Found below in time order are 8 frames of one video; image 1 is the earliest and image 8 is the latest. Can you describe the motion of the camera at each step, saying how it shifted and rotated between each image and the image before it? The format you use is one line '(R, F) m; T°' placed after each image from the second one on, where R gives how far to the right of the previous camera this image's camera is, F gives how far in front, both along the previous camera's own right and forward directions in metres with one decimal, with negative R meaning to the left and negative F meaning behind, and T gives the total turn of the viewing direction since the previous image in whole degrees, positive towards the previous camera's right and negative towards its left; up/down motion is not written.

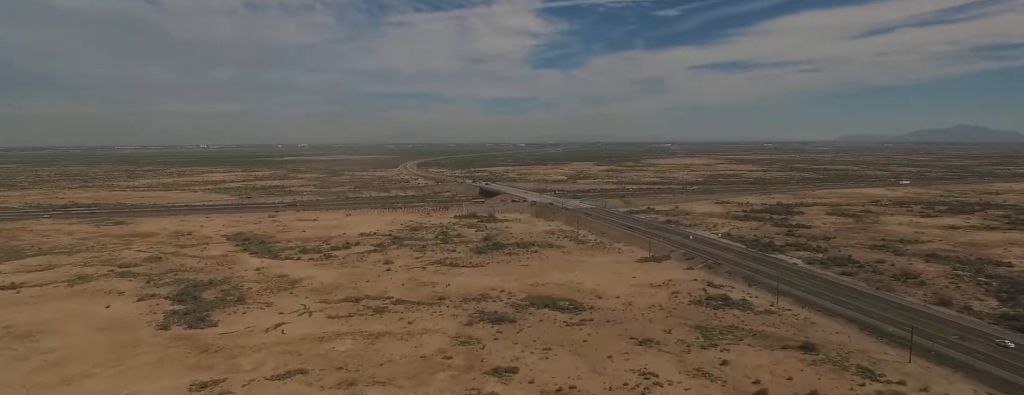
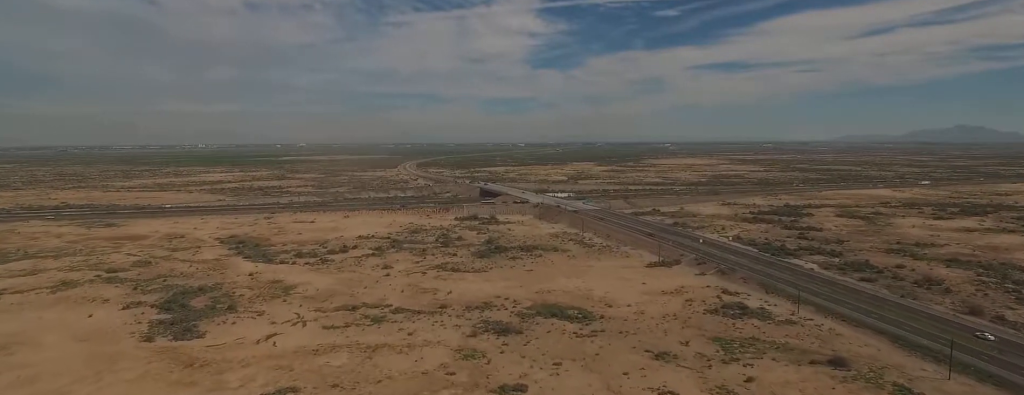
(-0.1, +12.2) m; -1°
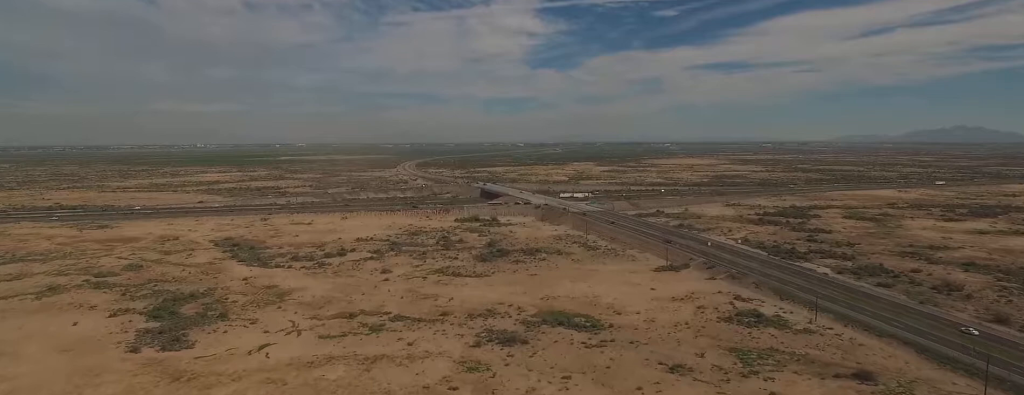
(0.0, +9.5) m; 0°
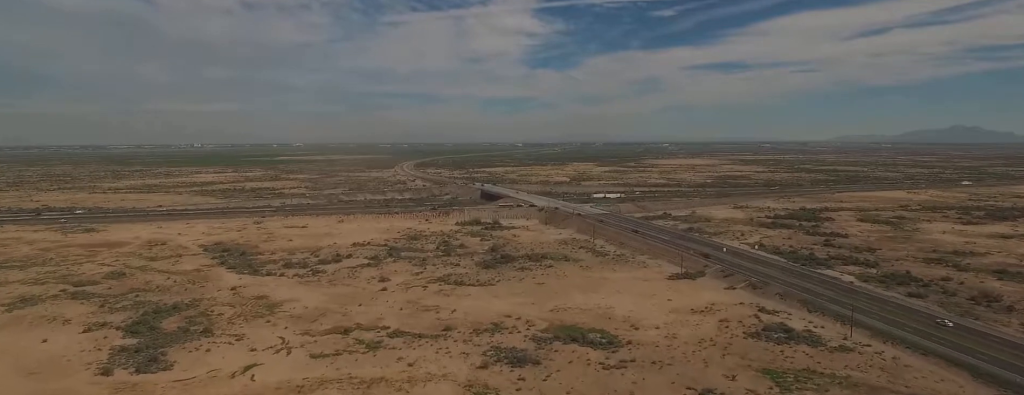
(0.0, +16.2) m; -1°
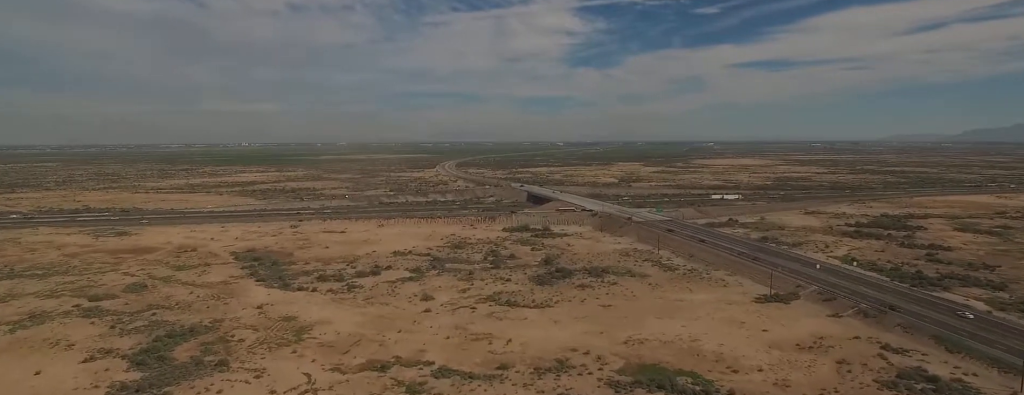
(-0.5, +33.4) m; -2°
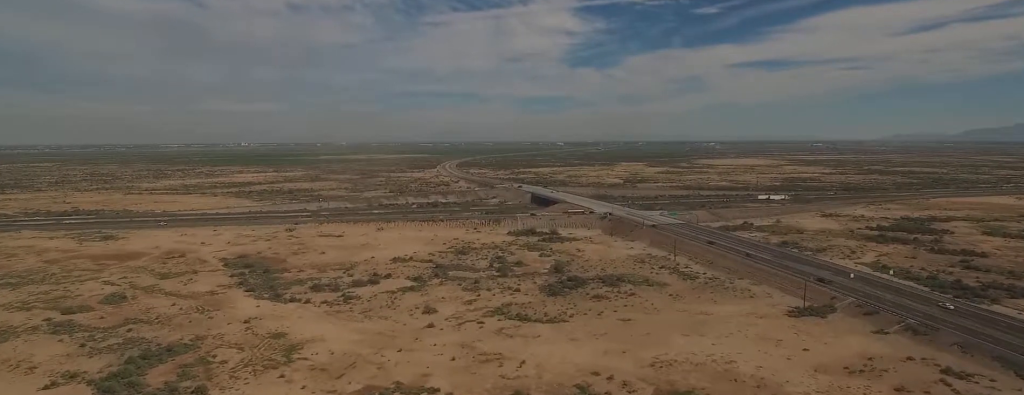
(-0.2, +19.2) m; -1°
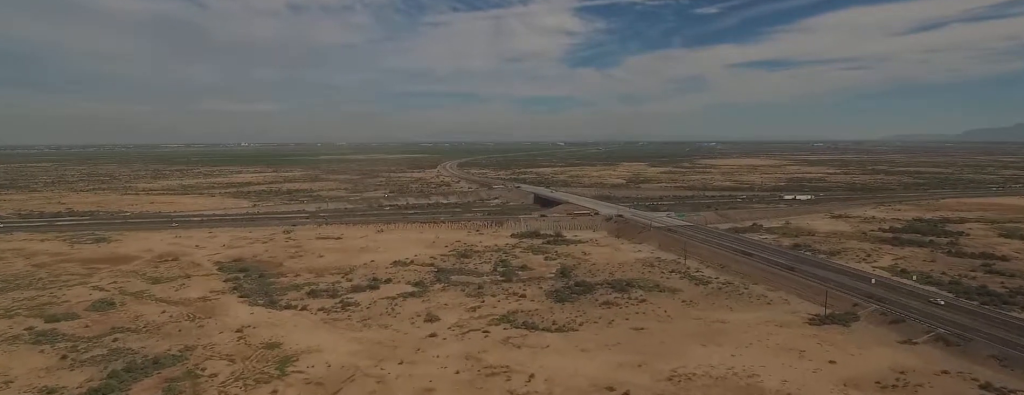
(0.0, +10.3) m; 0°
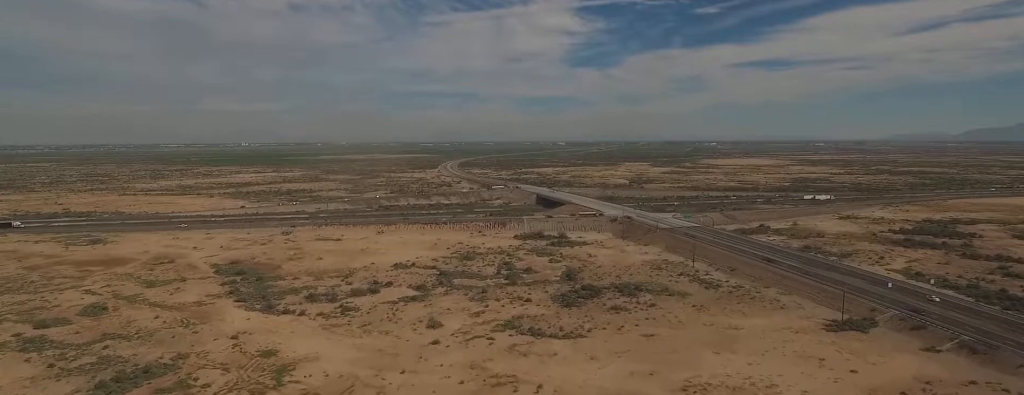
(0.0, +7.2) m; 0°
